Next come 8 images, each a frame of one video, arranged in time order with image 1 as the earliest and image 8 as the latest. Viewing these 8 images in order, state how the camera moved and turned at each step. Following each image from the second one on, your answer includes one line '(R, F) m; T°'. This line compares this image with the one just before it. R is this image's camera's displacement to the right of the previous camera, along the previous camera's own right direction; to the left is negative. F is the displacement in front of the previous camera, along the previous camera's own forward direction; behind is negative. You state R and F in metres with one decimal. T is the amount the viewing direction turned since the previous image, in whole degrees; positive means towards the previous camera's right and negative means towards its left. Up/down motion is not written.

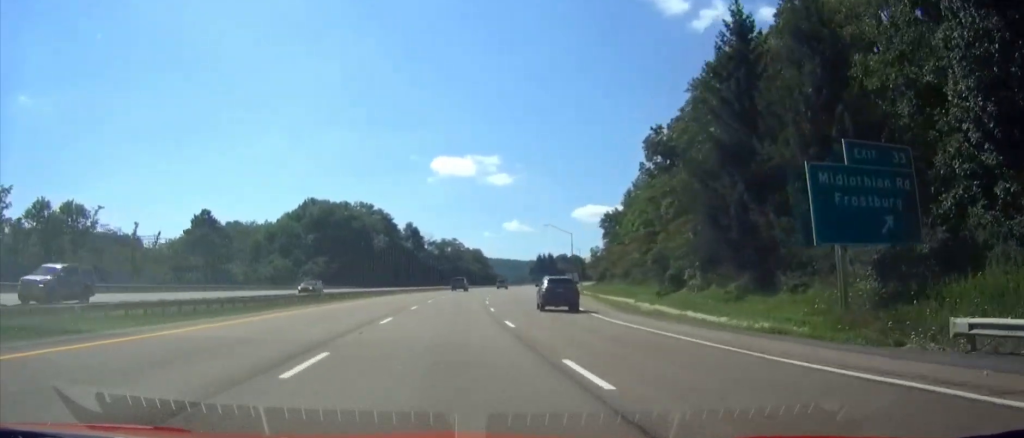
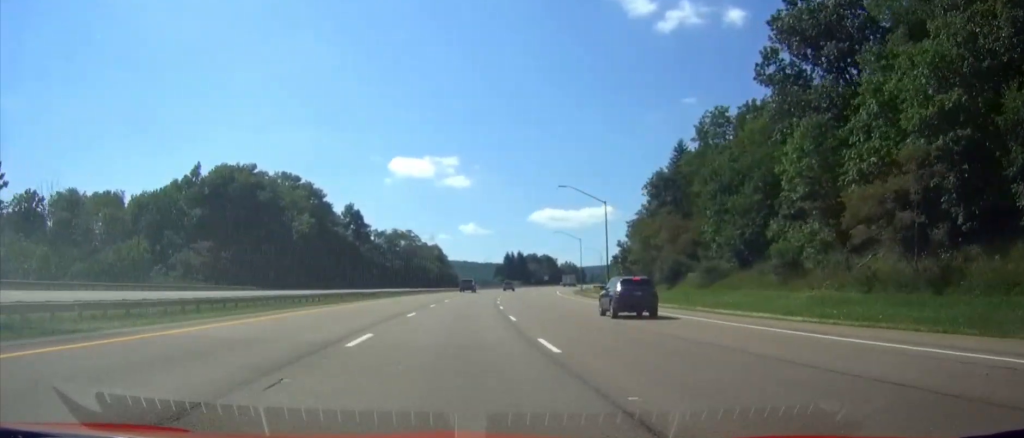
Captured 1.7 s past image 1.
(0.0, +55.0) m; 0°
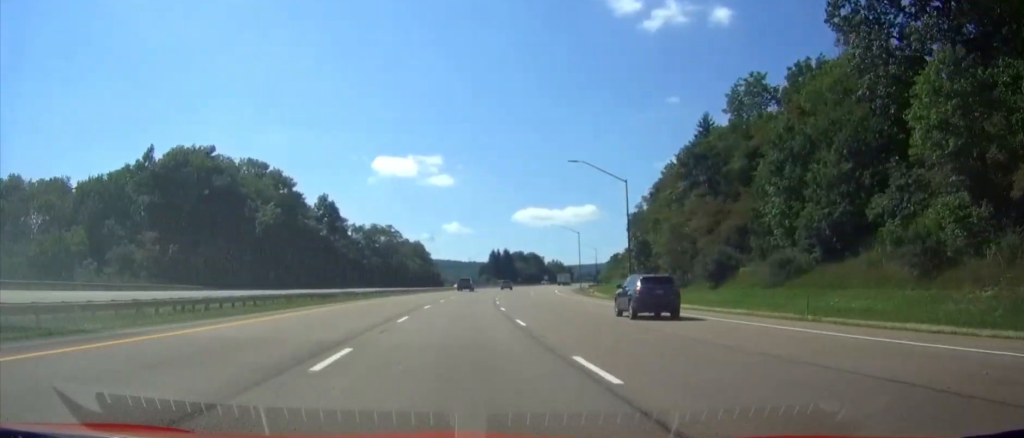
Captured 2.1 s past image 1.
(0.0, +15.4) m; 0°
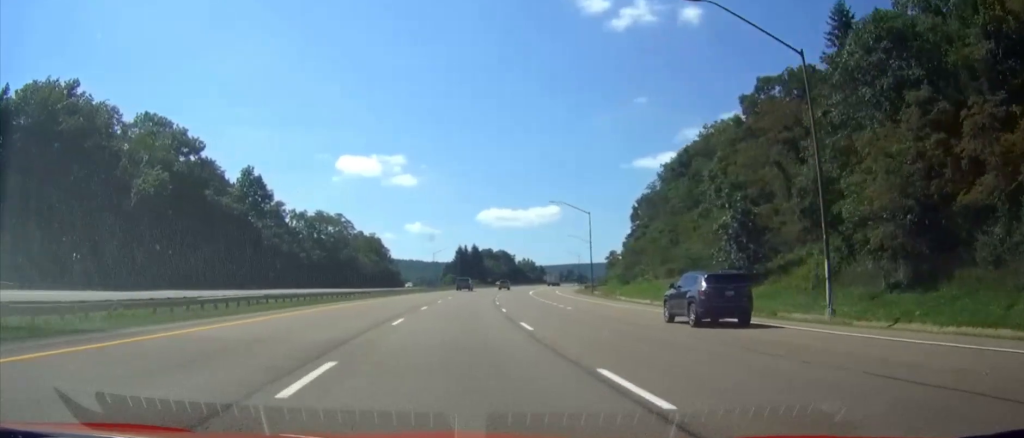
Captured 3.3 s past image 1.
(0.0, +37.5) m; 0°
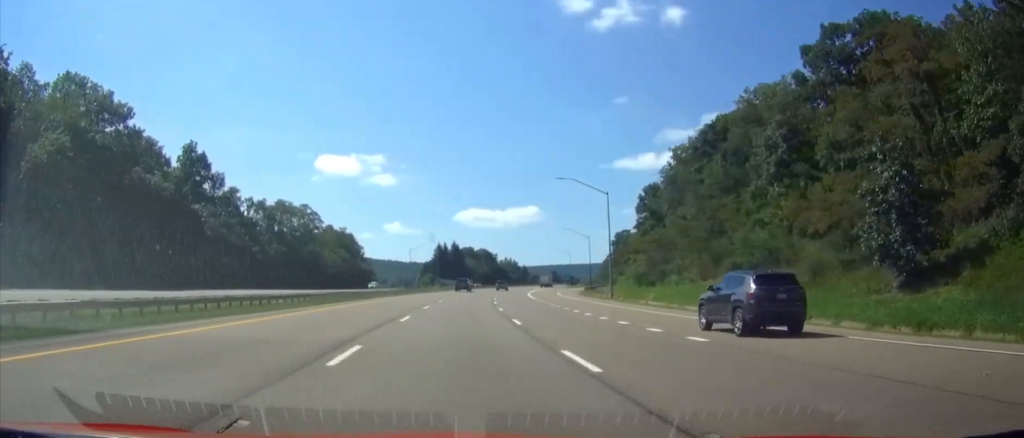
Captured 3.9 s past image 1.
(0.0, +20.9) m; 0°
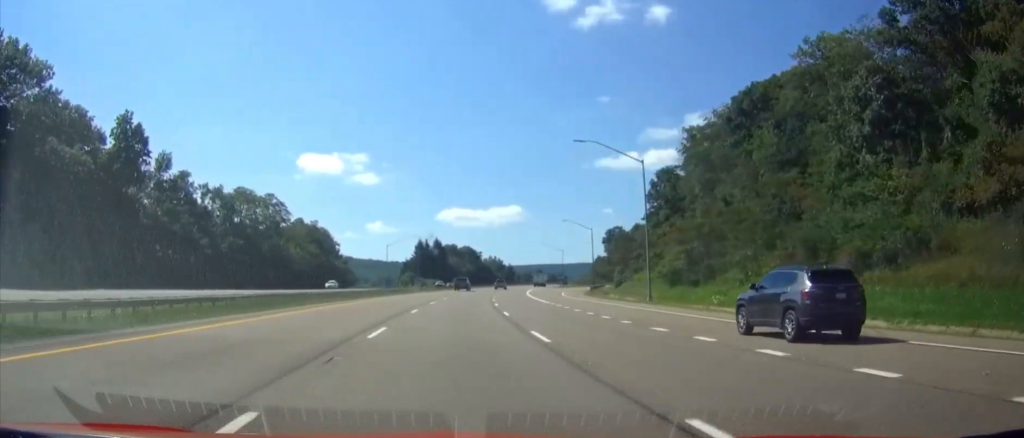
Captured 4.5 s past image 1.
(0.0, +18.7) m; 0°
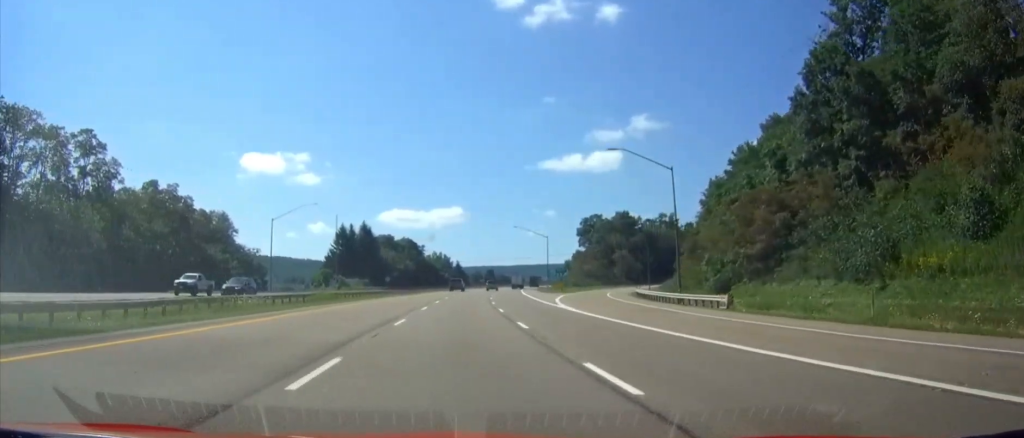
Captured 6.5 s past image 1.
(0.0, +67.2) m; +4°
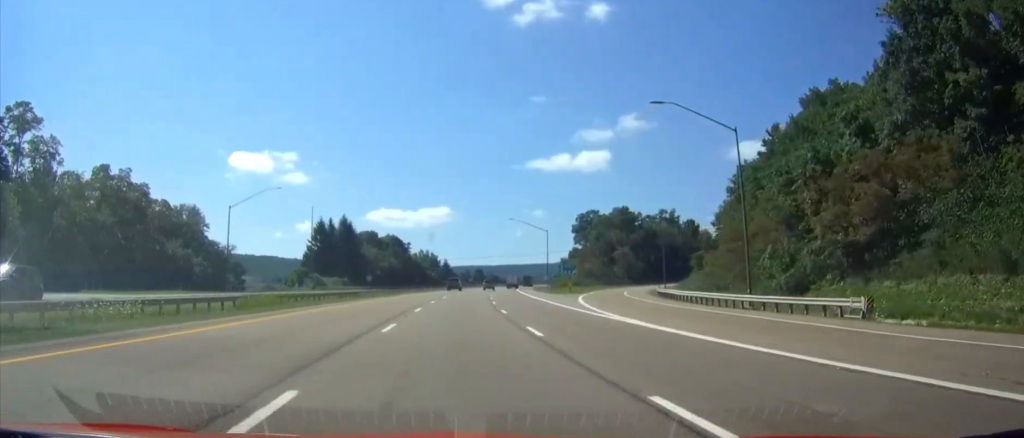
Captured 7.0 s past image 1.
(-1.1, +15.4) m; +7°
